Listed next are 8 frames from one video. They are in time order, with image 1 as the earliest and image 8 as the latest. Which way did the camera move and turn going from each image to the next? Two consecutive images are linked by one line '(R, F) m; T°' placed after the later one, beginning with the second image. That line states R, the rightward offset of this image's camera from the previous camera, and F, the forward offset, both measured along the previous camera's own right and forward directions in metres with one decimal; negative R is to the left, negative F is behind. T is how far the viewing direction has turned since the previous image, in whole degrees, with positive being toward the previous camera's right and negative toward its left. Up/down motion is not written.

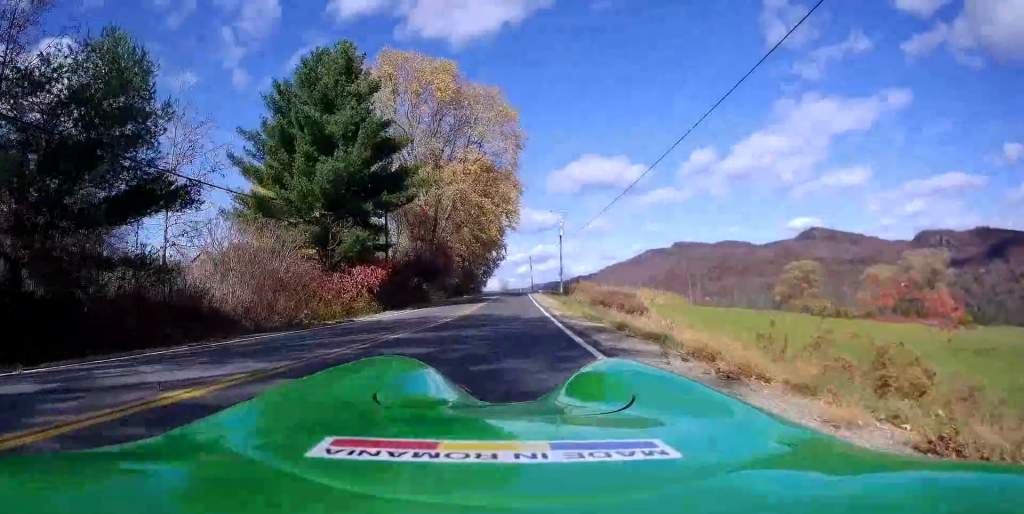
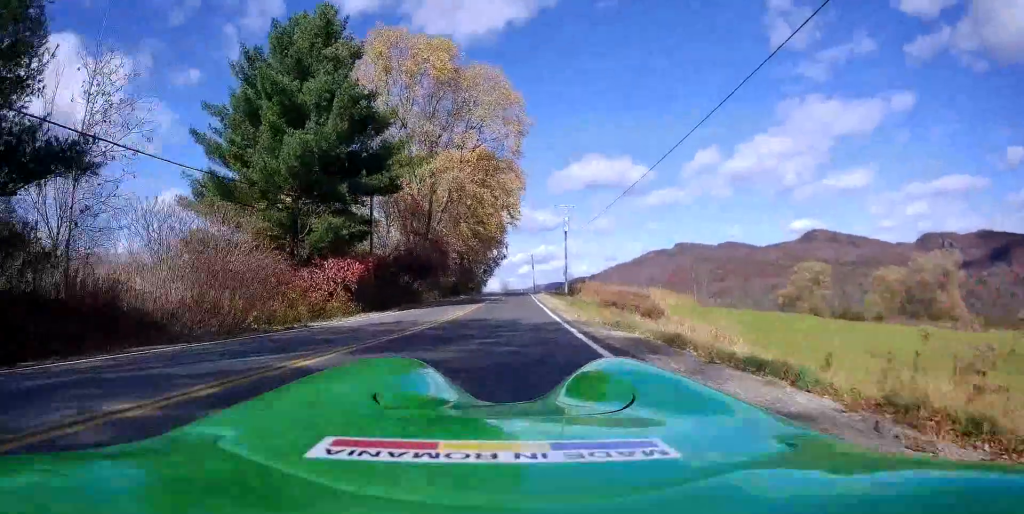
(+0.1, +4.8) m; +1°
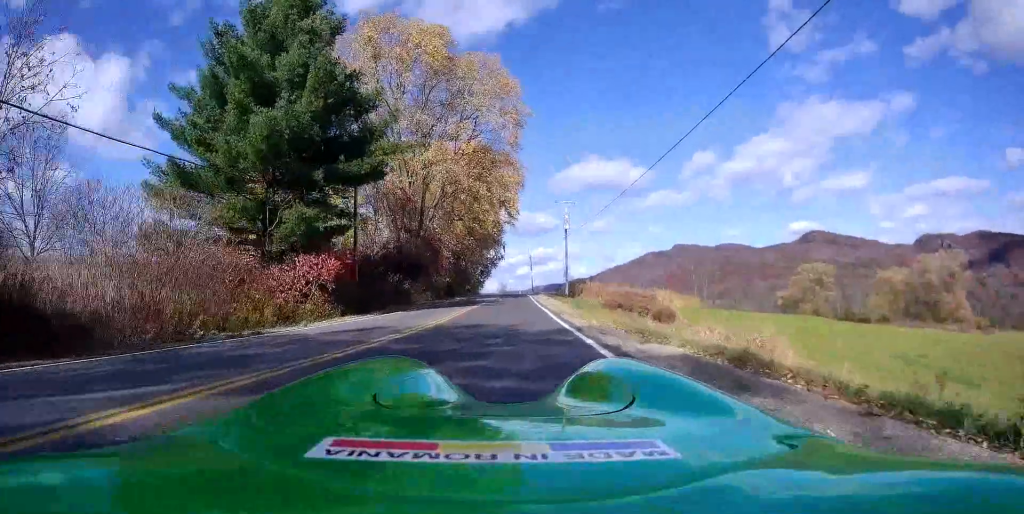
(0.0, +3.4) m; 0°
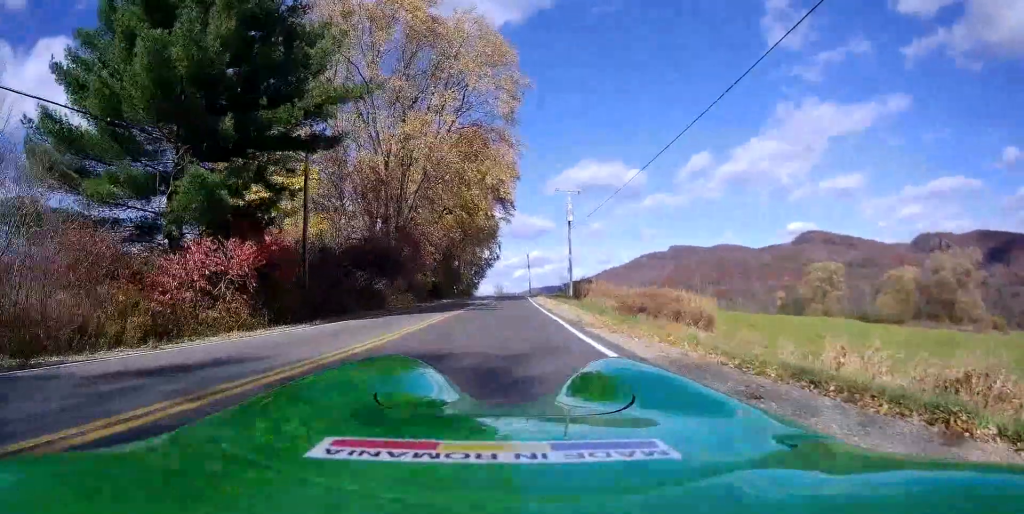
(0.0, +7.7) m; +1°
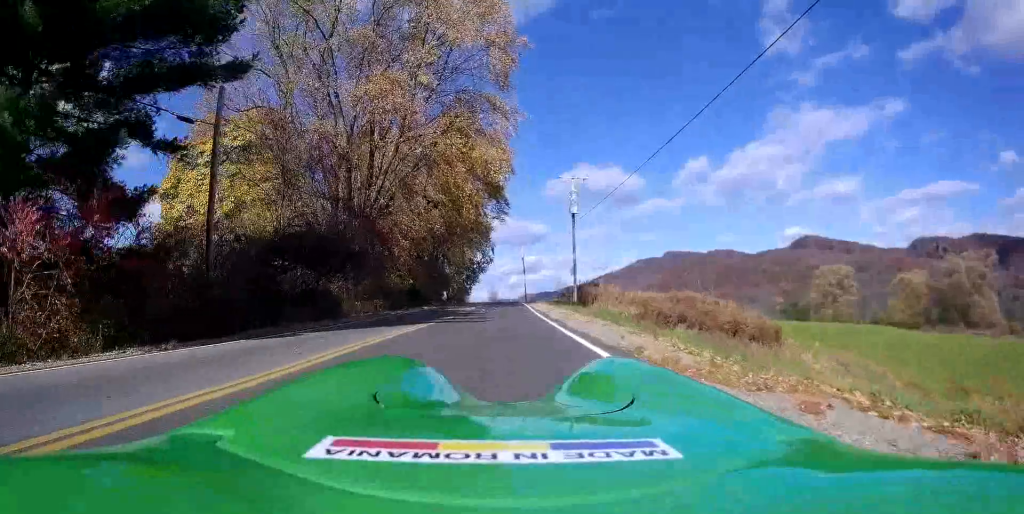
(+0.4, +8.1) m; +4°
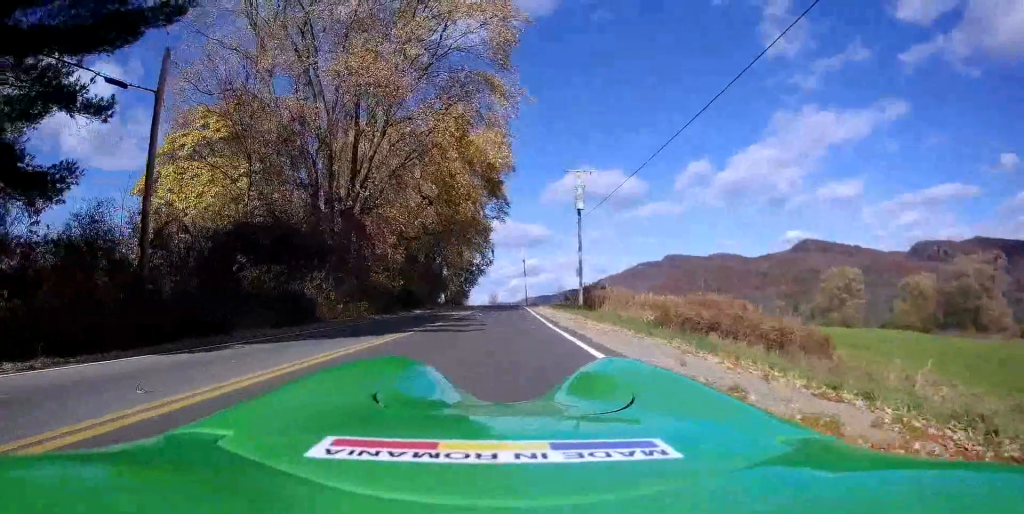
(+0.1, +3.7) m; -1°
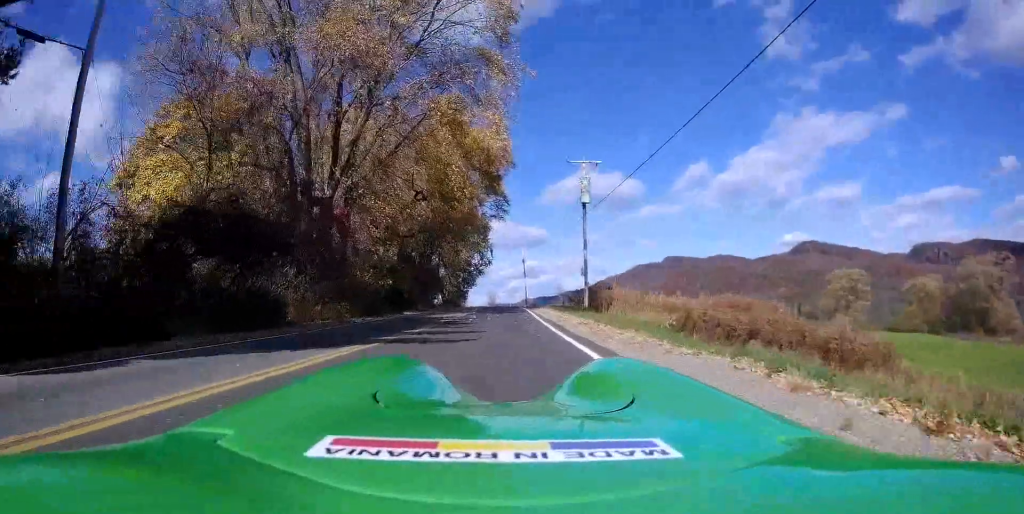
(-0.2, +3.4) m; -3°
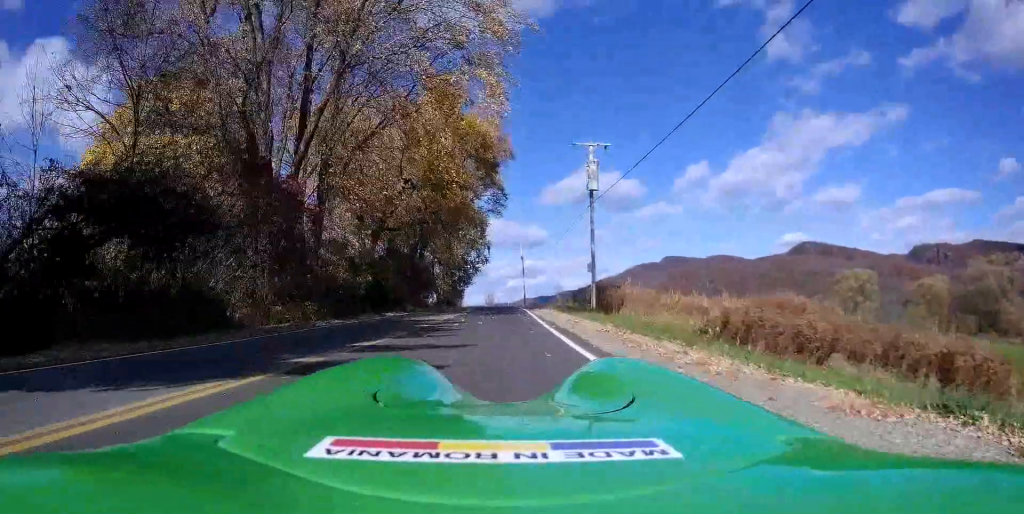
(0.0, +4.6) m; -1°
